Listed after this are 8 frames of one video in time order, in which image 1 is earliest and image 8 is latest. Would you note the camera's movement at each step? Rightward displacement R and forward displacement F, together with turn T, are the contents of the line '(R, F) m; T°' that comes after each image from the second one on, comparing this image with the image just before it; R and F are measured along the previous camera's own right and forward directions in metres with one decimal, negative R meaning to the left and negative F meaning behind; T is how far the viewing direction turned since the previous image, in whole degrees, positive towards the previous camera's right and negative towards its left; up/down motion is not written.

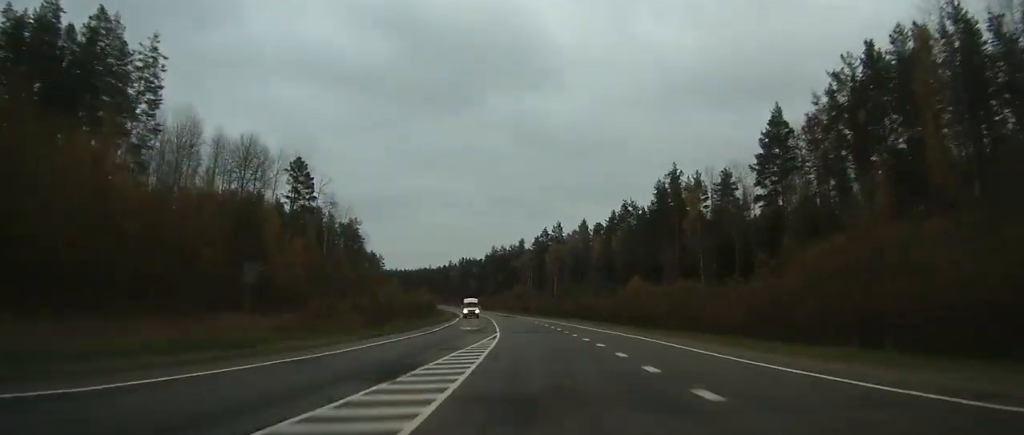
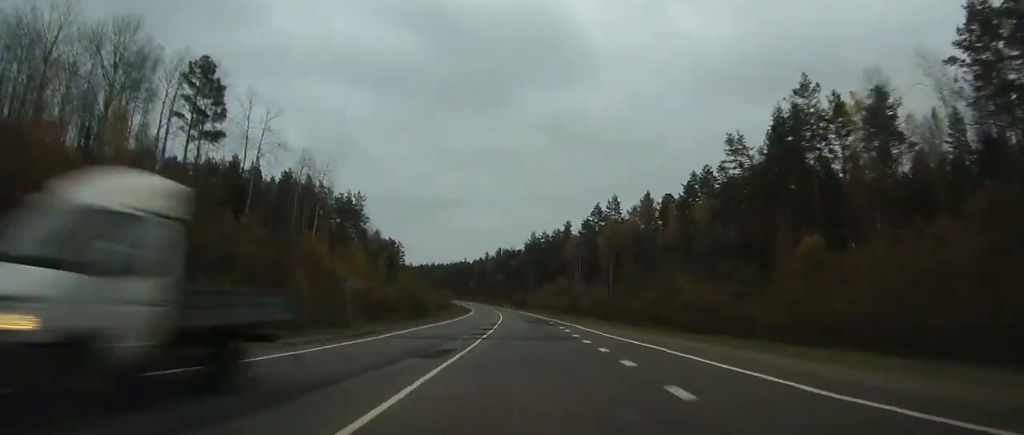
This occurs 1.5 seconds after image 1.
(-1.4, +41.8) m; -4°
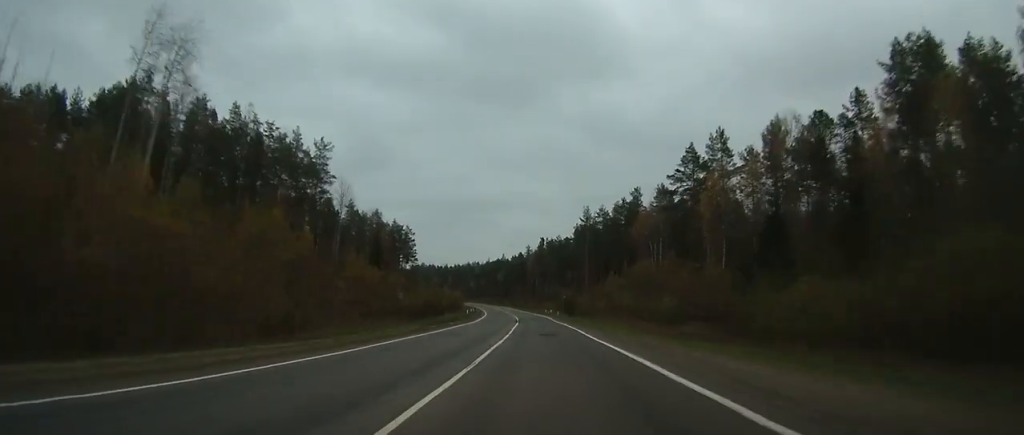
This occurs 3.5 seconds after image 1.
(-2.5, +56.3) m; -5°
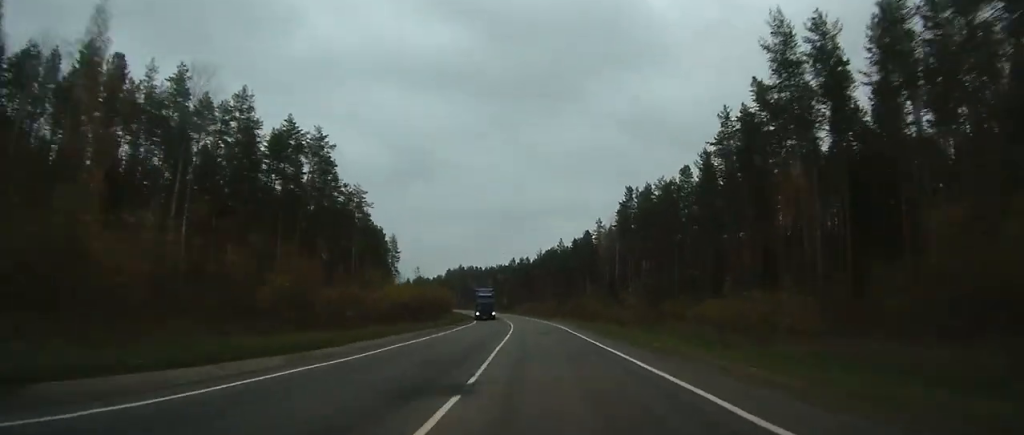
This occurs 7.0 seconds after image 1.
(-5.6, +95.0) m; -7°
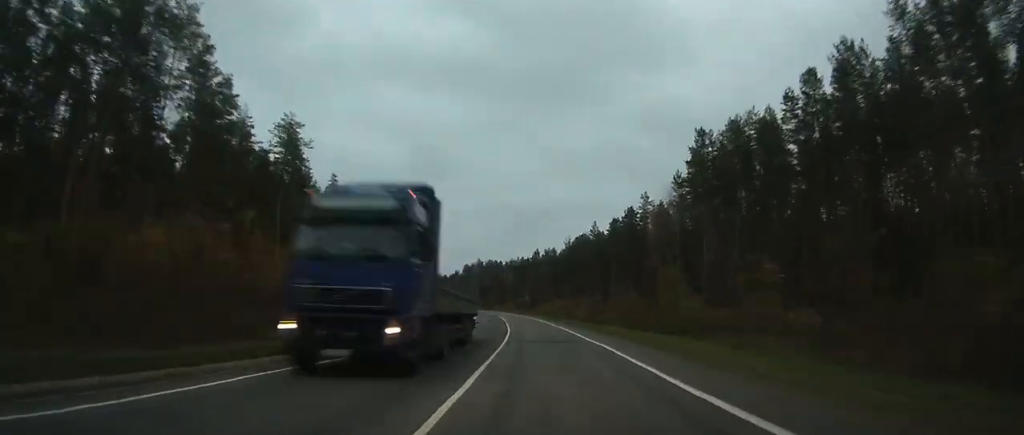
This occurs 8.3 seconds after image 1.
(-0.5, +35.2) m; -2°
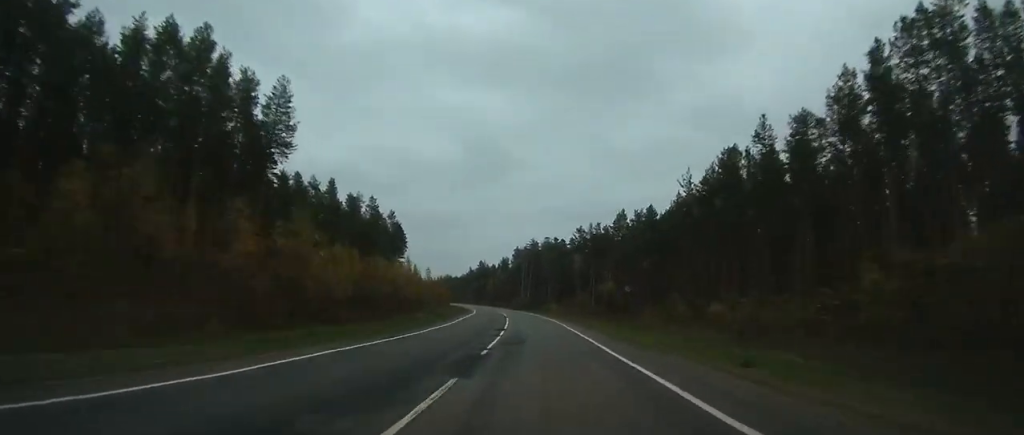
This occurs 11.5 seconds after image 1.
(-5.6, +89.0) m; -7°
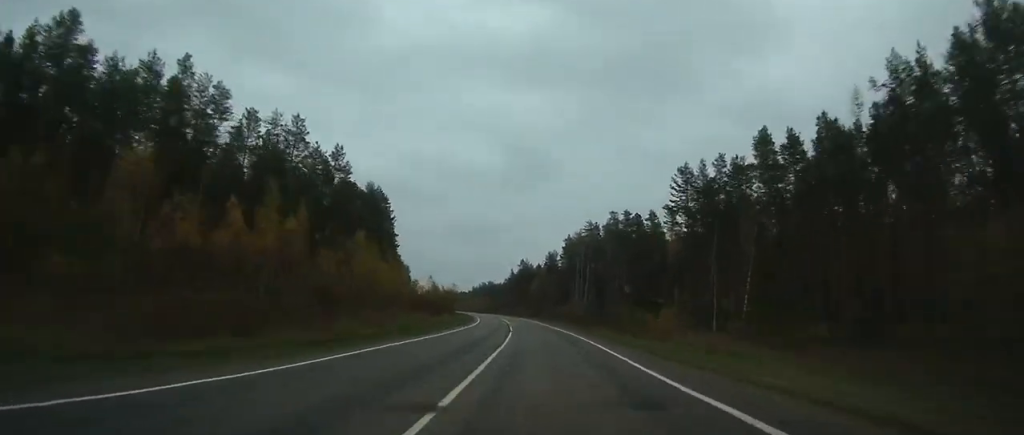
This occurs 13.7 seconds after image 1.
(-2.5, +63.9) m; -4°
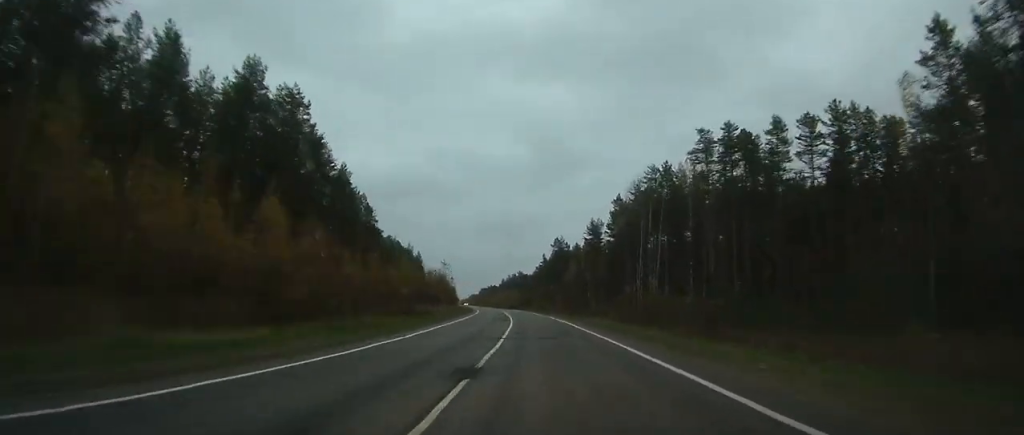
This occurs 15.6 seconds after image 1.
(-1.2, +49.5) m; -3°
